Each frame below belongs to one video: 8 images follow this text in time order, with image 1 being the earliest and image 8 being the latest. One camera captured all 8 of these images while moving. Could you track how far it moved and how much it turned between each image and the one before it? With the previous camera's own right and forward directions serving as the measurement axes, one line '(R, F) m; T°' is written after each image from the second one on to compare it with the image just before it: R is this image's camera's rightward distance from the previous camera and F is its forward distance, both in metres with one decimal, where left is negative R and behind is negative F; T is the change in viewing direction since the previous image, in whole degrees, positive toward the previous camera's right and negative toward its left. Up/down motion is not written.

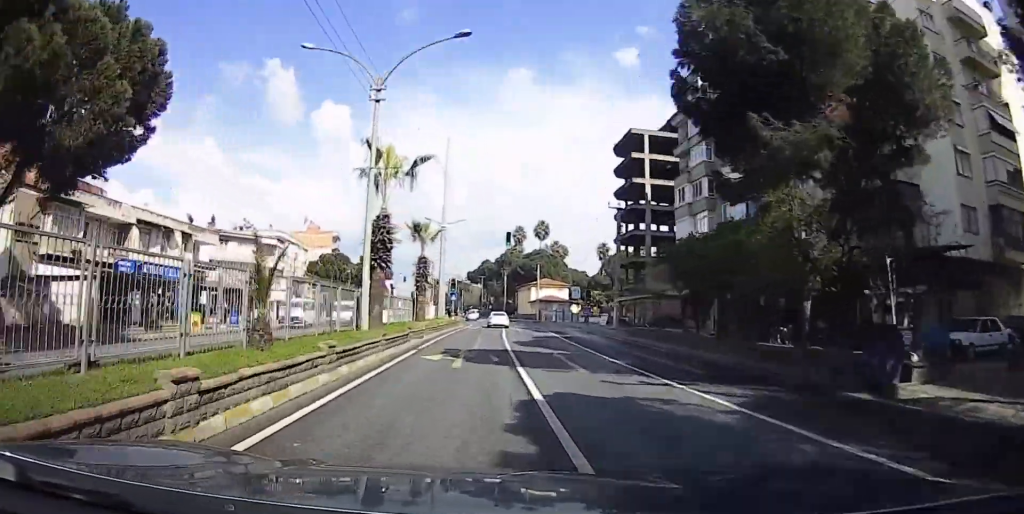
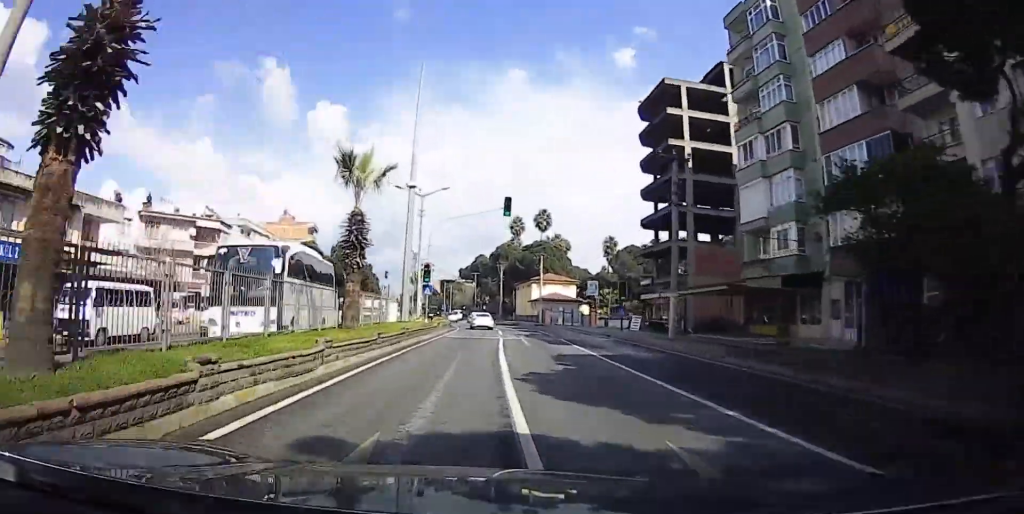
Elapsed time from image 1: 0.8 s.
(0.0, +15.2) m; 0°
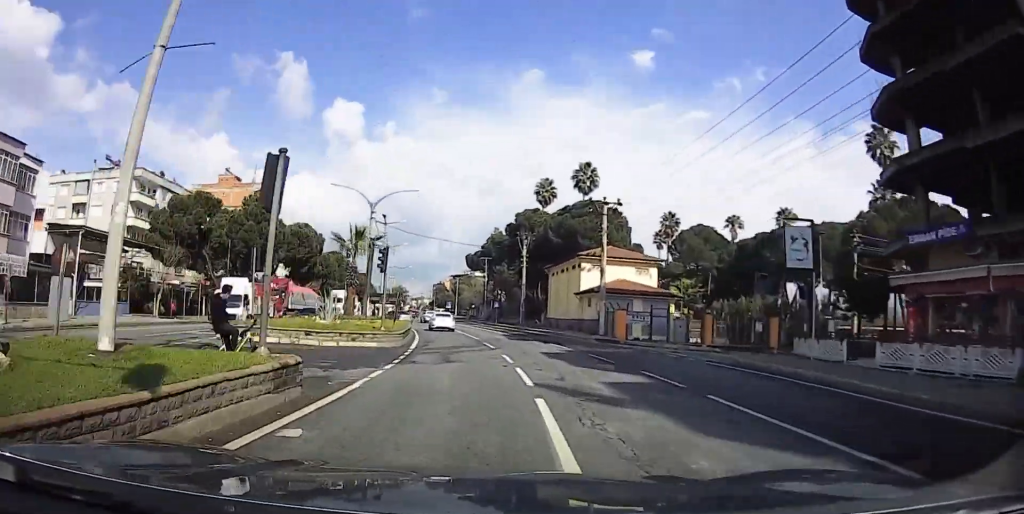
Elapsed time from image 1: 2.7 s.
(0.0, +36.1) m; 0°
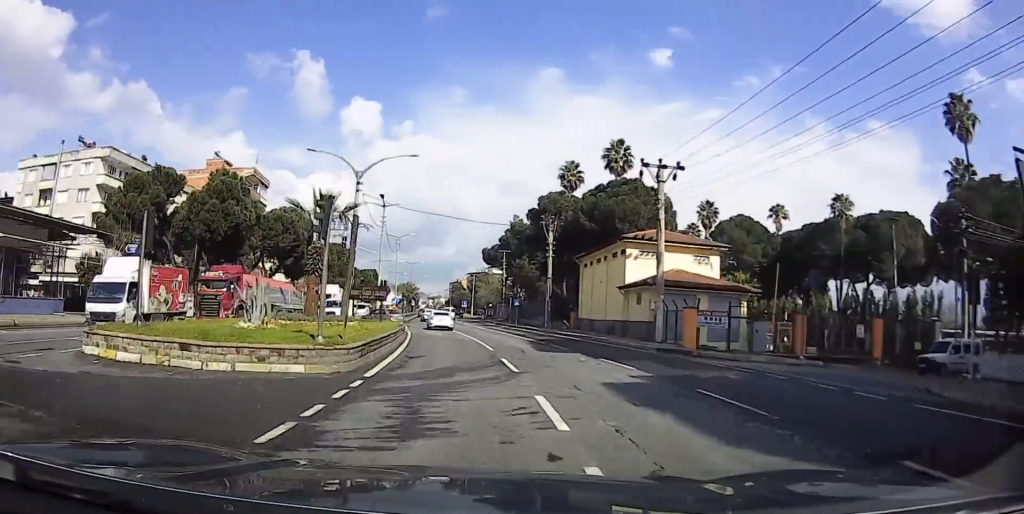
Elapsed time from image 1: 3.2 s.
(0.0, +10.1) m; 0°
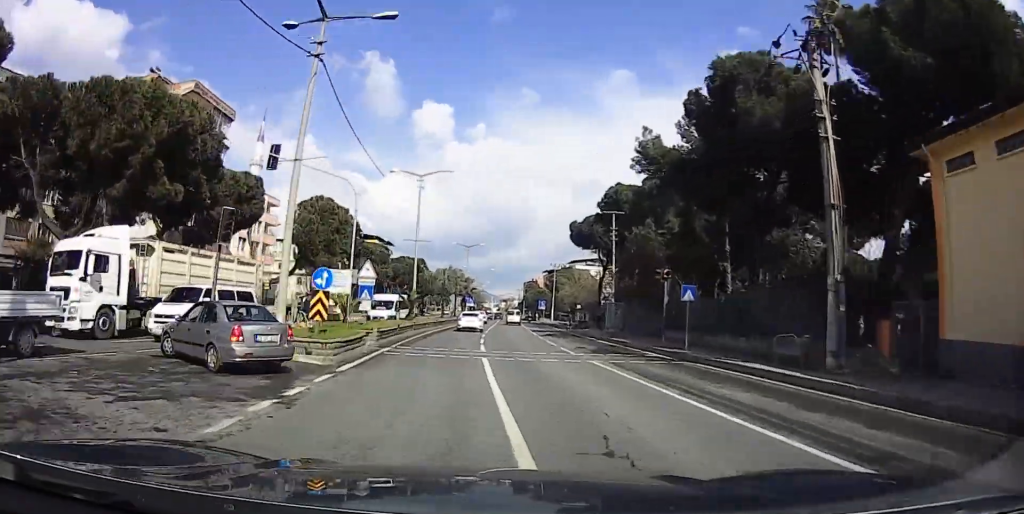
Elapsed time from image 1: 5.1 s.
(0.0, +35.0) m; 0°
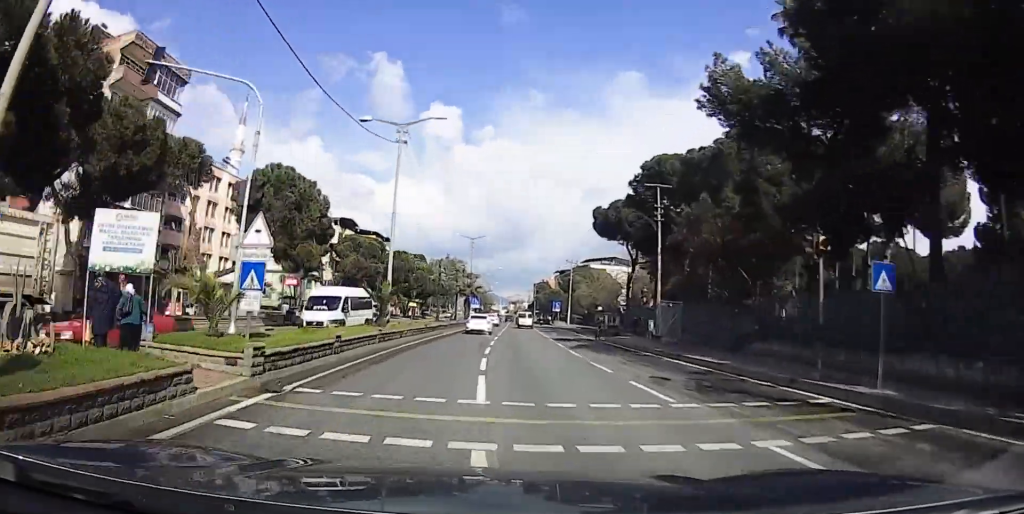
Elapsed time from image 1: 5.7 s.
(0.0, +11.2) m; 0°
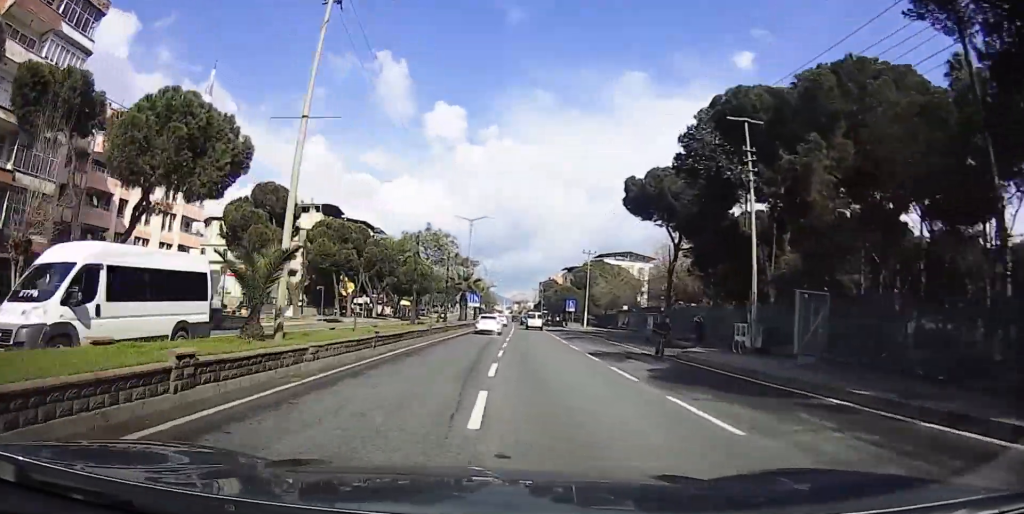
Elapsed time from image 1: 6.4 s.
(0.0, +13.2) m; 0°
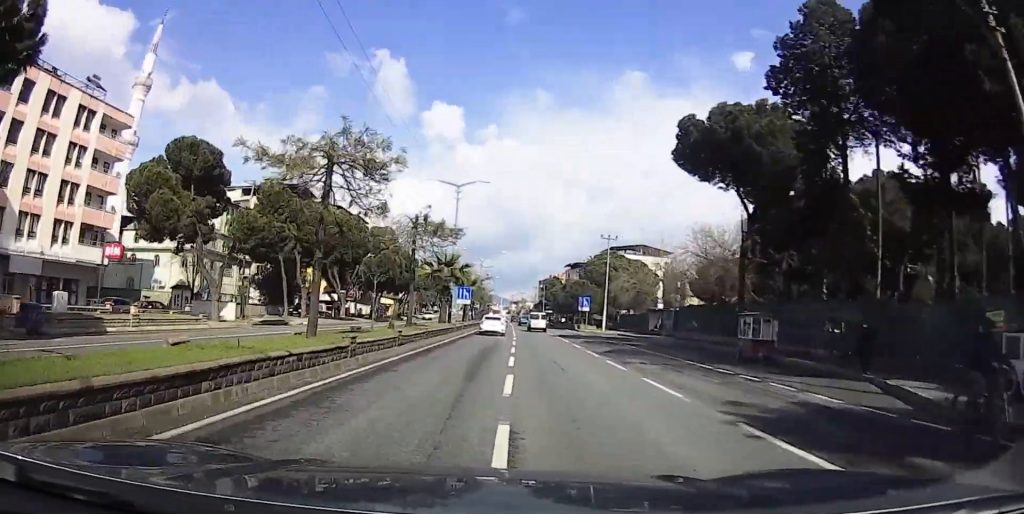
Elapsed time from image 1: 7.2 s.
(0.0, +14.7) m; 0°
